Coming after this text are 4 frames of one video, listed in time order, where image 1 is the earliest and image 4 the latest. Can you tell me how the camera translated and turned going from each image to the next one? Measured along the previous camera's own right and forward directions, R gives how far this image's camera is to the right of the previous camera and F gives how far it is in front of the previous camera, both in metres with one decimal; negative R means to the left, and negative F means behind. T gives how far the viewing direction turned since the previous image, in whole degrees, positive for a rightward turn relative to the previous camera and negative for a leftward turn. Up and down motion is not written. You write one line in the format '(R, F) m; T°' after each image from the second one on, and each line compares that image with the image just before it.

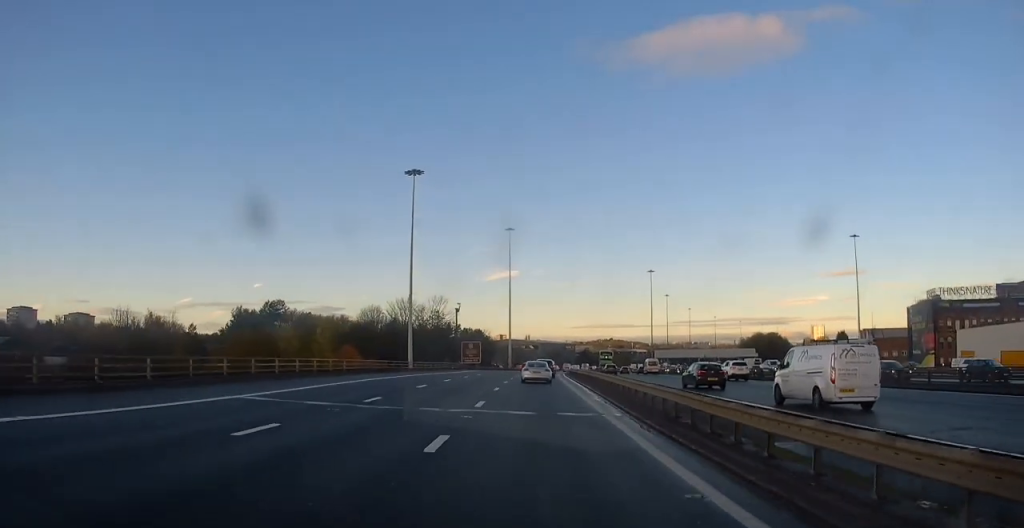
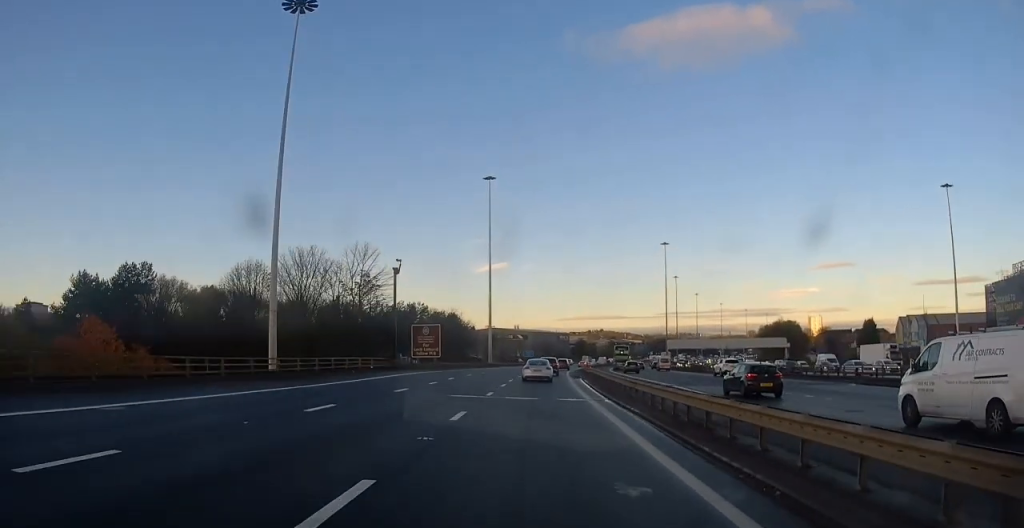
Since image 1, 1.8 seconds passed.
(-0.1, +43.4) m; 0°
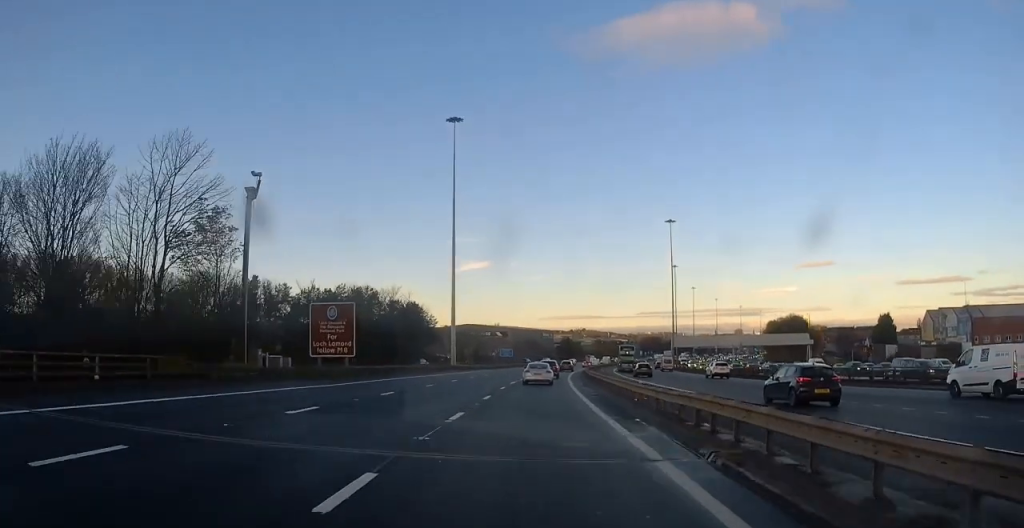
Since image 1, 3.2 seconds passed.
(+0.3, +32.2) m; +2°
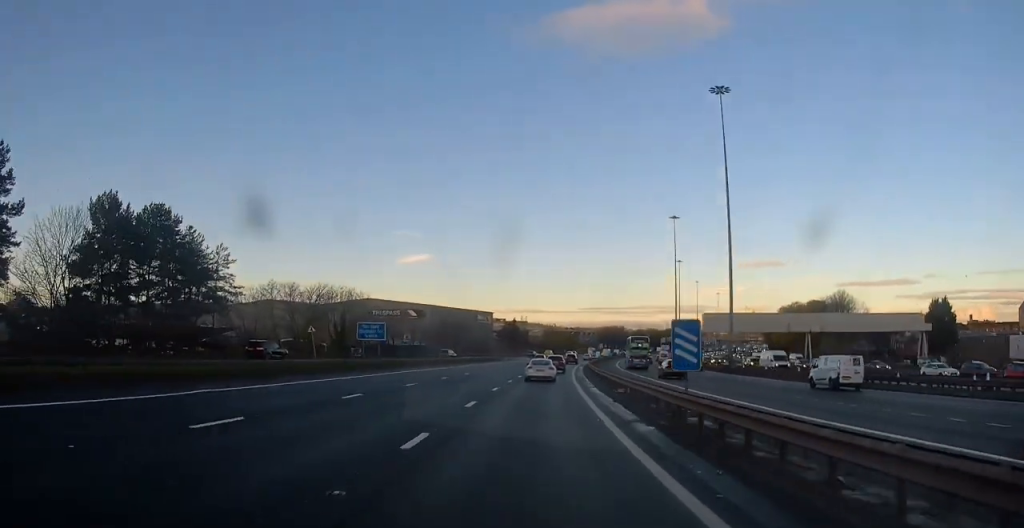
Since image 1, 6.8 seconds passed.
(+3.6, +81.4) m; +5°
